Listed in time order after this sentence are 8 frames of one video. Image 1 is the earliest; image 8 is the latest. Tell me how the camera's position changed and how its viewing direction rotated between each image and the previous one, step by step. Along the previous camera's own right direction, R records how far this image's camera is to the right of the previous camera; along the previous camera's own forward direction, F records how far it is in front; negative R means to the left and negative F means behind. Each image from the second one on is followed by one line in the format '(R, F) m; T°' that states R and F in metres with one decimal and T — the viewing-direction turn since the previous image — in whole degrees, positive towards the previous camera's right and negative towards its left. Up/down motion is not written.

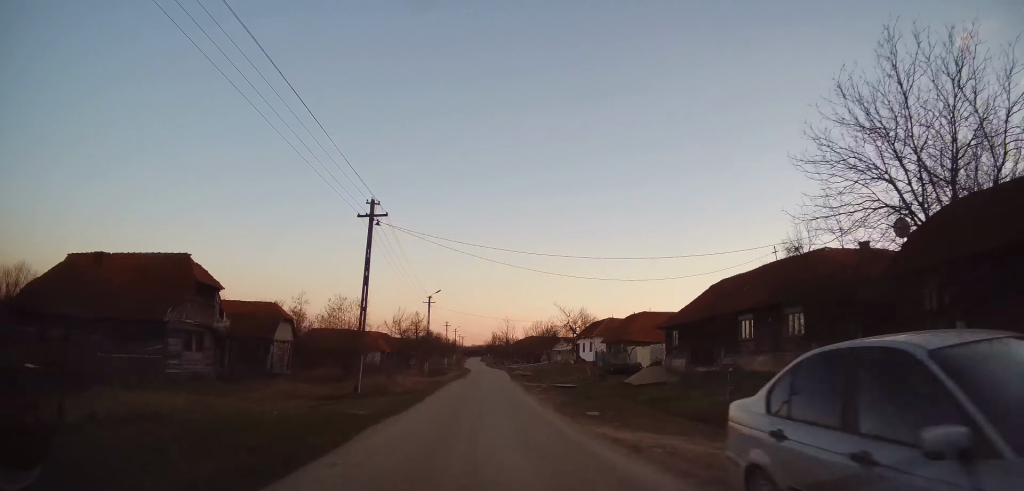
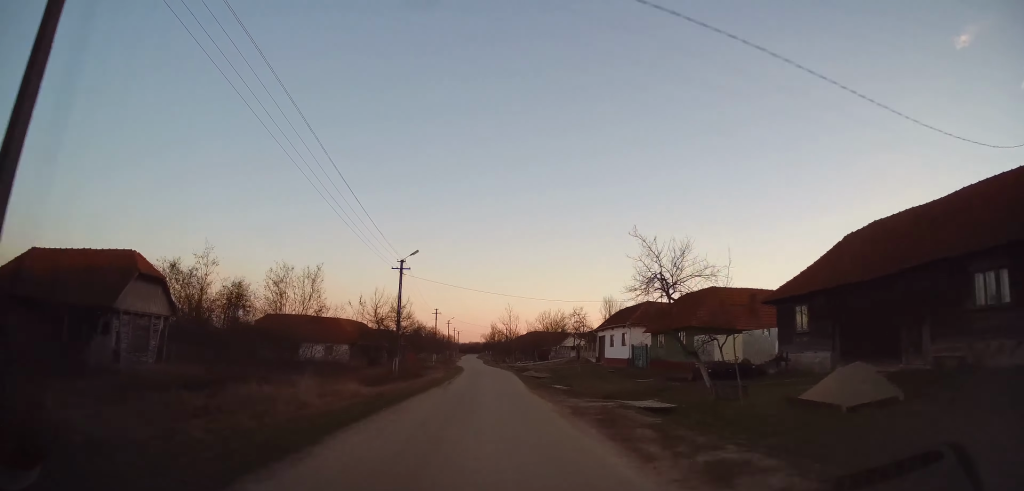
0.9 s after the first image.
(-0.2, +17.1) m; 0°
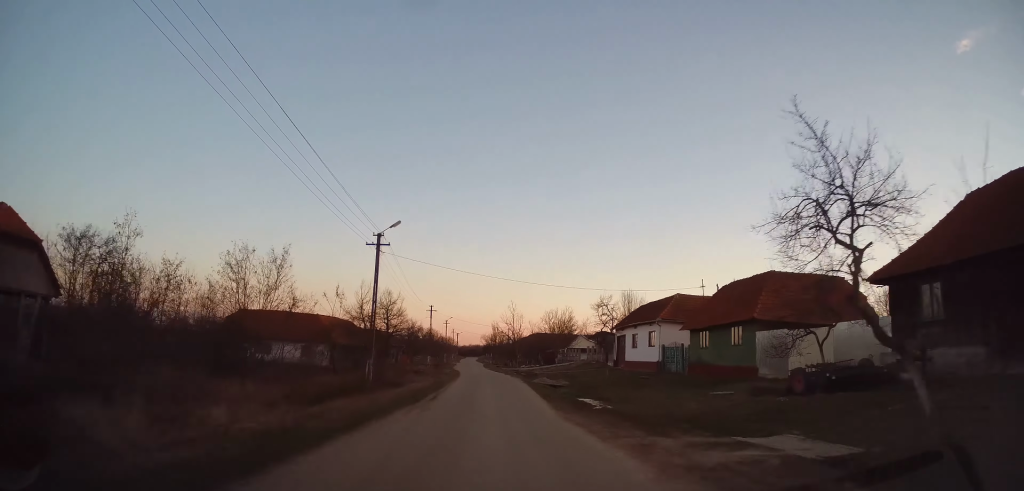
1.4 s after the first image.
(-0.1, +8.1) m; 0°
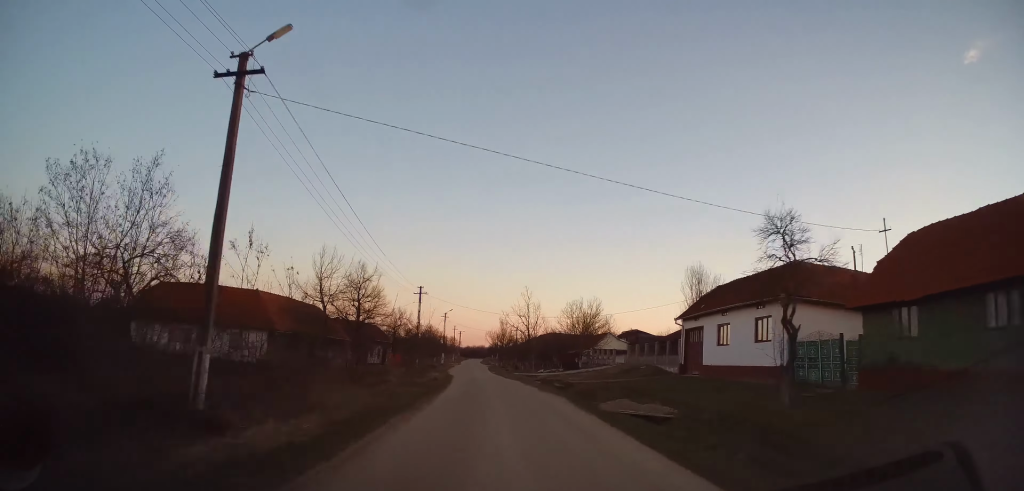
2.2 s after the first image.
(+0.5, +16.7) m; -1°
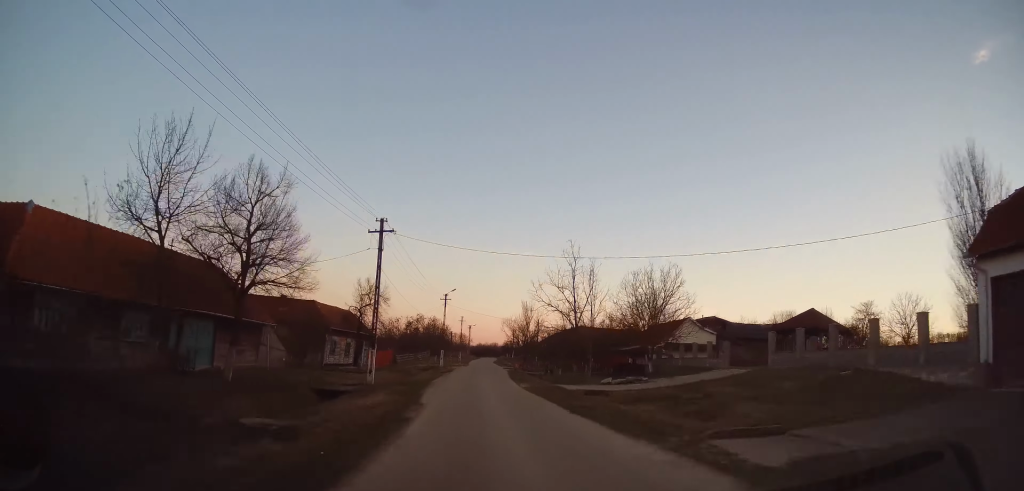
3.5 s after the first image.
(-0.8, +25.1) m; -1°
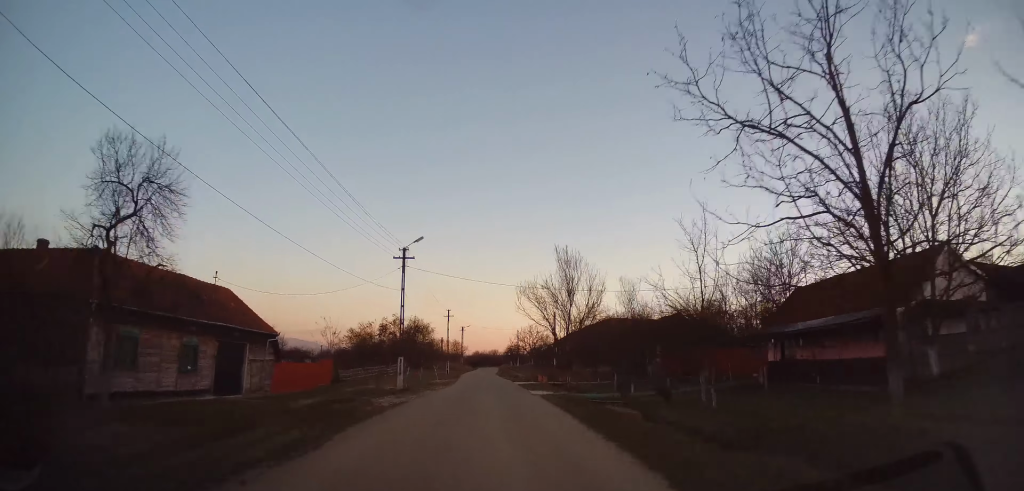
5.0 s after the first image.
(+0.2, +29.8) m; -1°
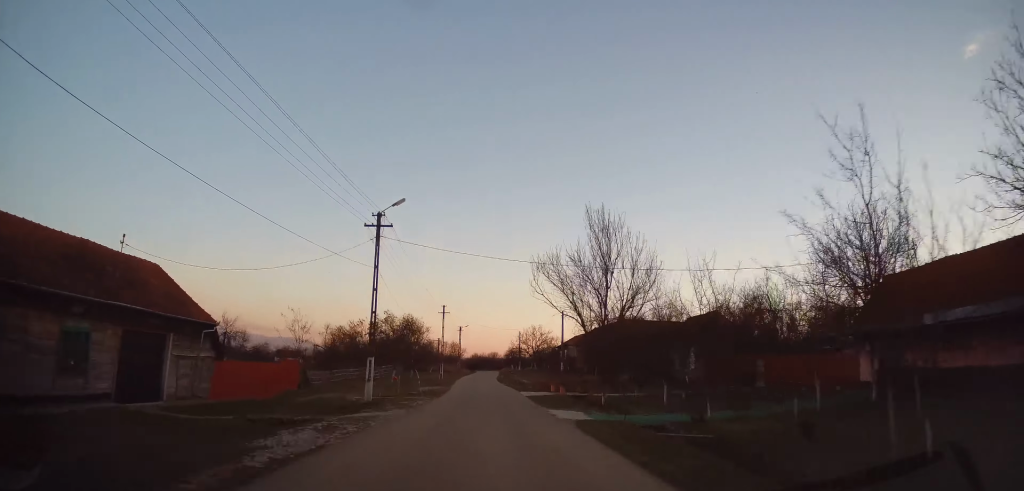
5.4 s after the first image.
(-0.1, +8.2) m; 0°
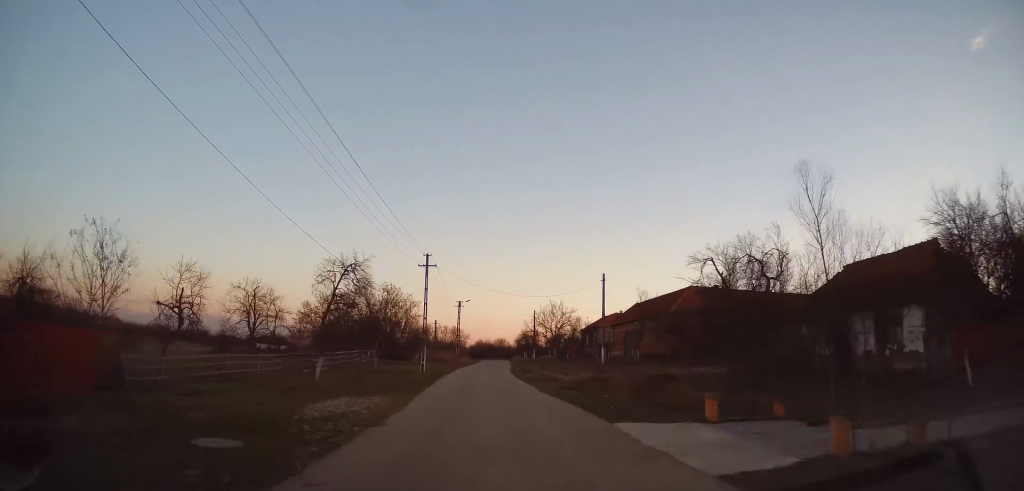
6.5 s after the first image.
(0.0, +22.6) m; 0°
